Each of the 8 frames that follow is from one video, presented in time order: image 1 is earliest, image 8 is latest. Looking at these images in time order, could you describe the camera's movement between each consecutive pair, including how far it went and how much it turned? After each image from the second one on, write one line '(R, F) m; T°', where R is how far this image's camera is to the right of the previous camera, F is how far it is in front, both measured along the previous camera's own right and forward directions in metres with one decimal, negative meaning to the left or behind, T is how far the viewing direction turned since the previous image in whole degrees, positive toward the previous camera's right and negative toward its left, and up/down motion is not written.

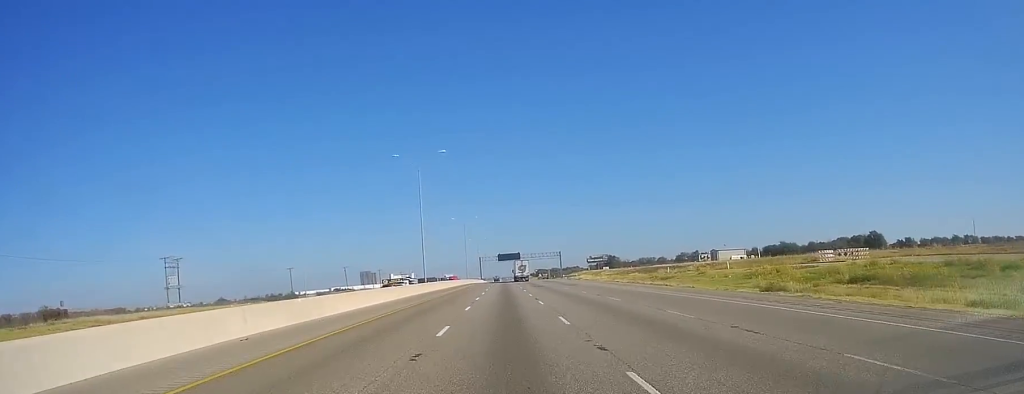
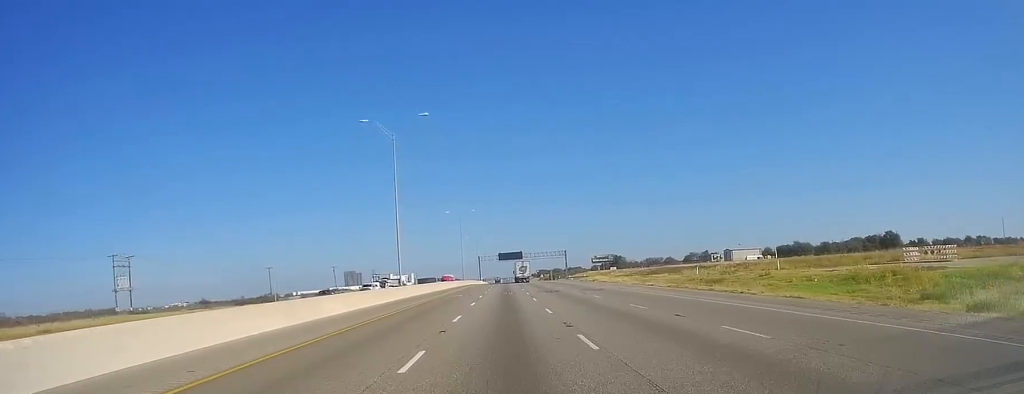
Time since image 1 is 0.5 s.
(-0.4, +18.3) m; 0°
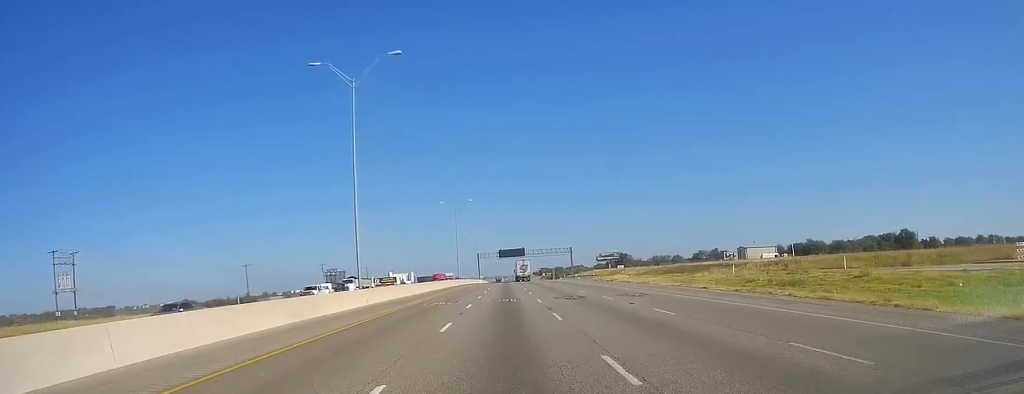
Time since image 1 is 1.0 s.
(+0.5, +16.5) m; +1°
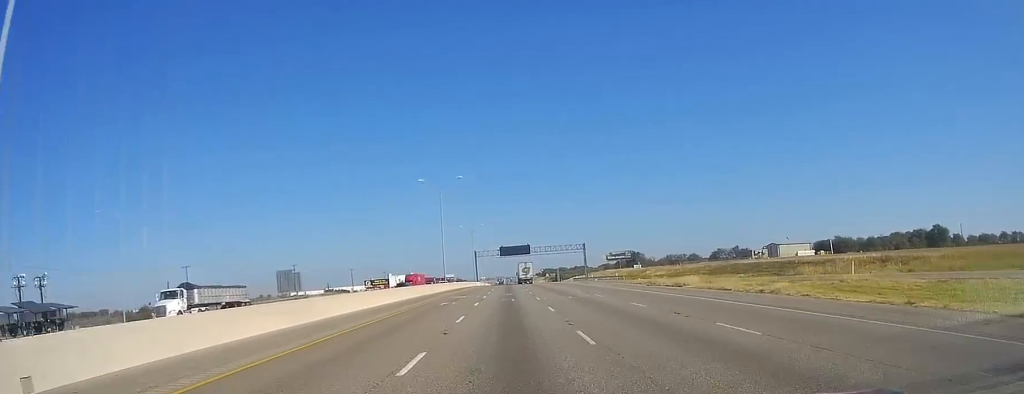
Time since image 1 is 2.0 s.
(+0.4, +31.9) m; 0°
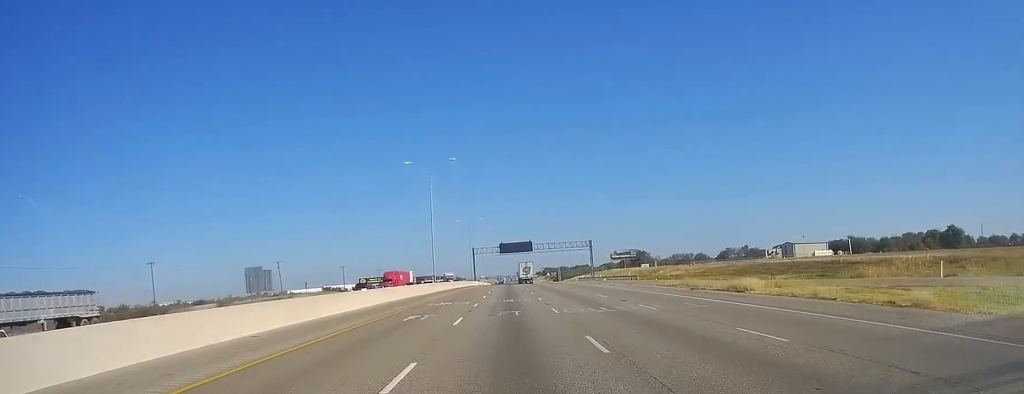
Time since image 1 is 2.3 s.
(+0.1, +13.7) m; -1°
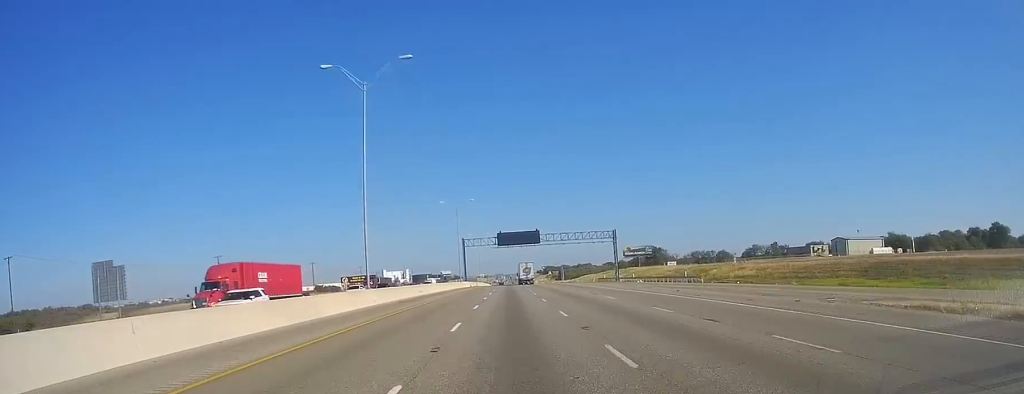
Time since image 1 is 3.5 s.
(-0.9, +38.9) m; -1°
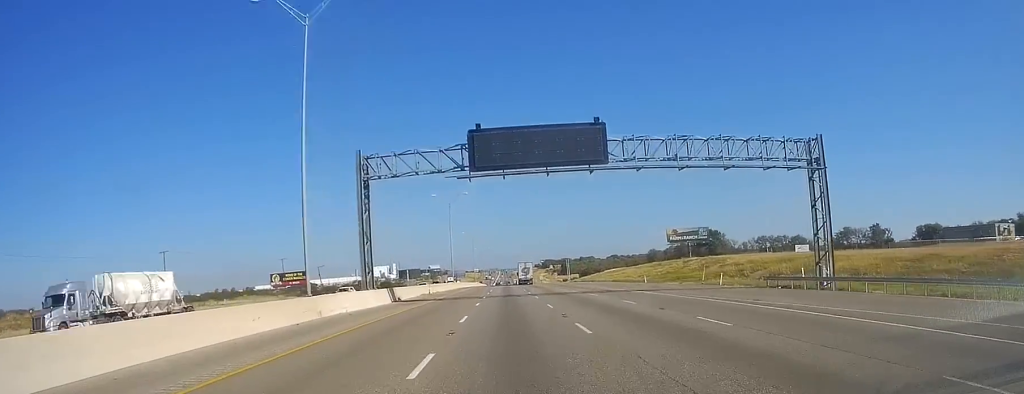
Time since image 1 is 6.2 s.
(+0.8, +92.5) m; +1°
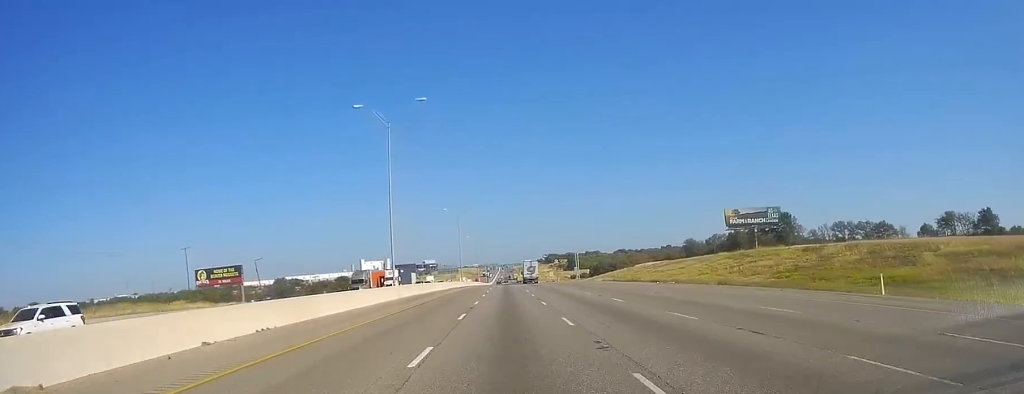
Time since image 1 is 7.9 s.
(-0.6, +58.8) m; -1°
